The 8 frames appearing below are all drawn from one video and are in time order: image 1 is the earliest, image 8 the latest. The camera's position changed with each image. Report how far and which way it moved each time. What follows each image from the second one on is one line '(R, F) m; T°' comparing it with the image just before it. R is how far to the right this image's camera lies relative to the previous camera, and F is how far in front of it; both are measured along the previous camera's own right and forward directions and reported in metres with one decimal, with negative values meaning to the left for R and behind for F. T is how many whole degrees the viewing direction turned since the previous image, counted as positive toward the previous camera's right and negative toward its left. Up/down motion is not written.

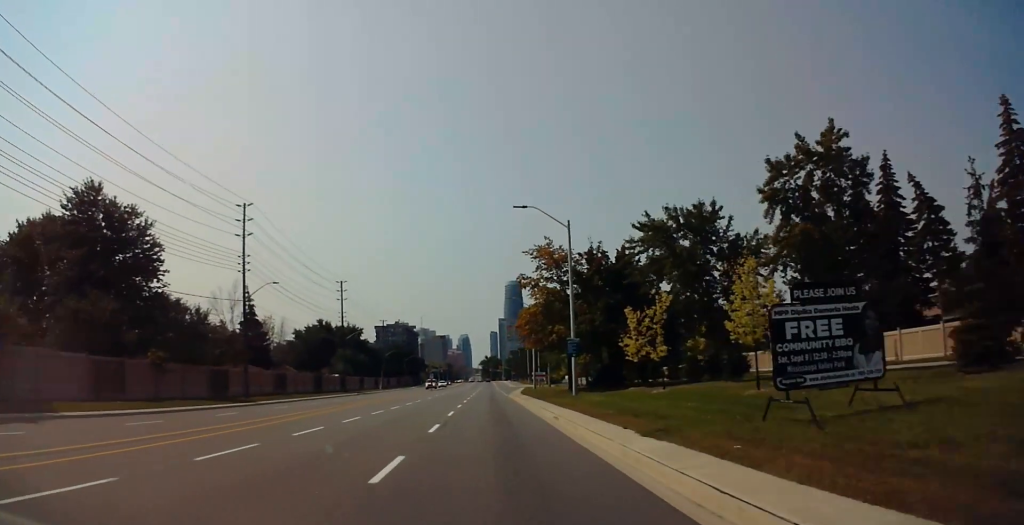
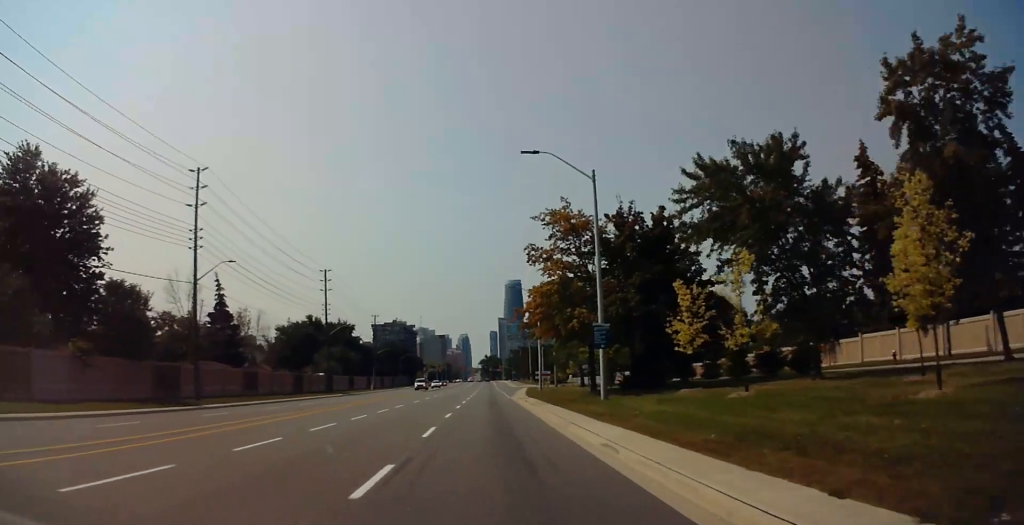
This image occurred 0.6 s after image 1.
(0.0, +10.2) m; 0°
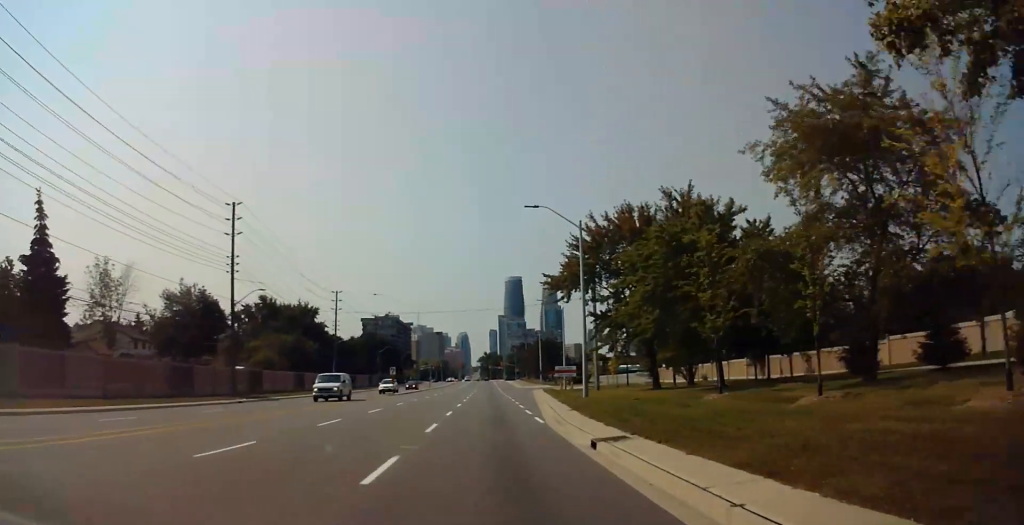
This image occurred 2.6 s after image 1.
(+0.7, +34.5) m; +2°
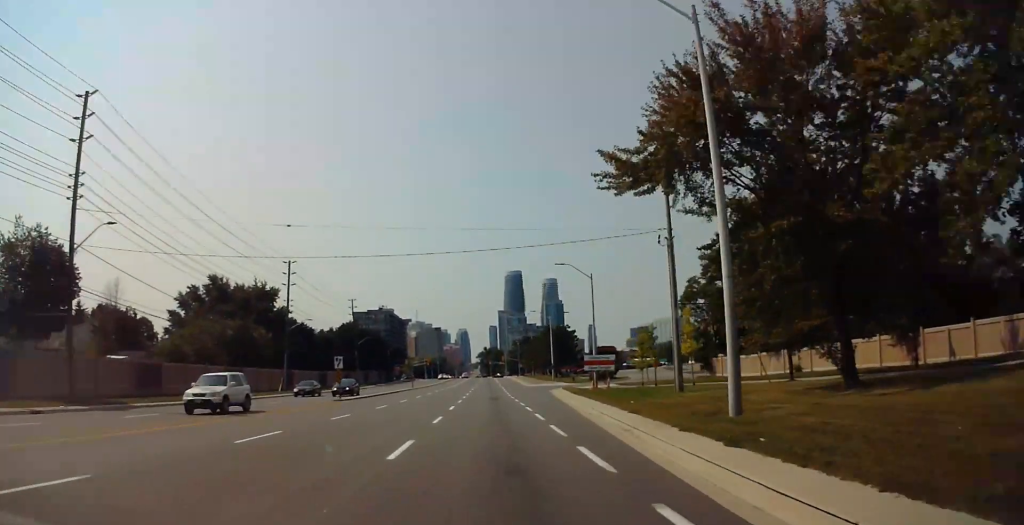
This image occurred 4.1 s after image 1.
(-0.3, +24.3) m; -1°
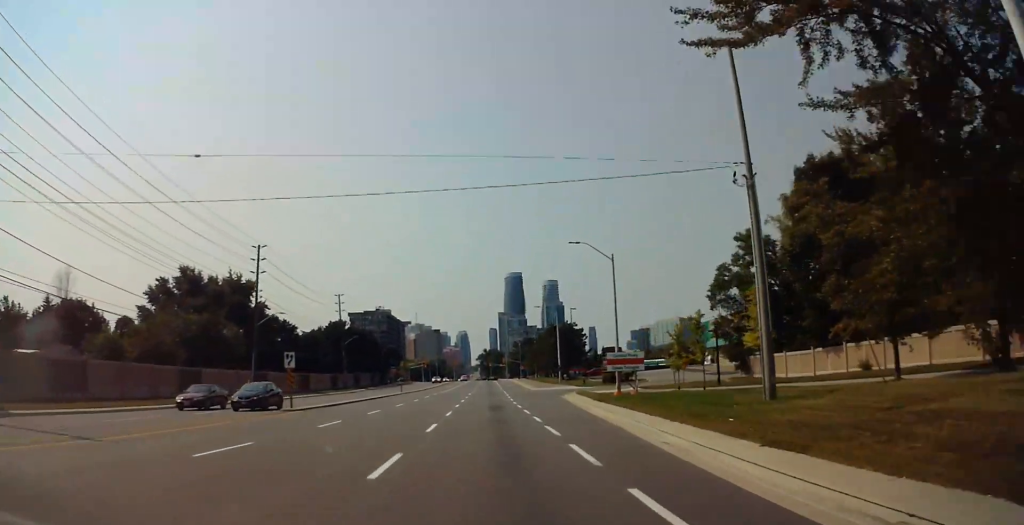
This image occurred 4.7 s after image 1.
(0.0, +10.8) m; 0°
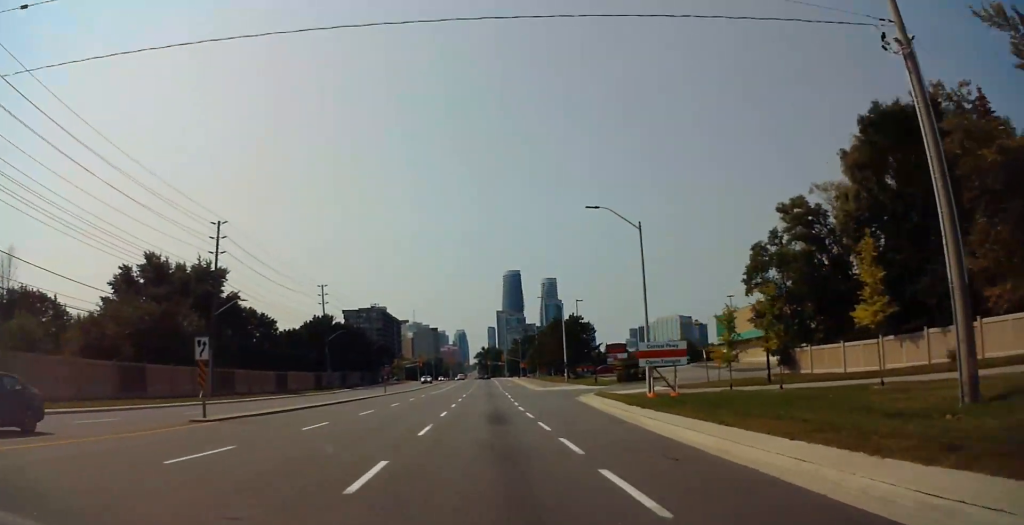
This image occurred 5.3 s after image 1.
(0.0, +10.2) m; 0°
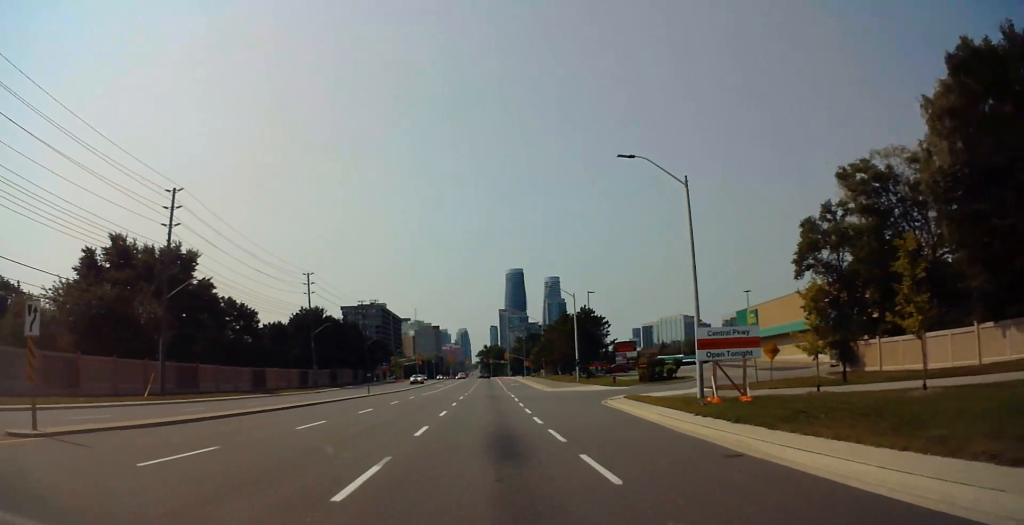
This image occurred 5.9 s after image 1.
(0.0, +9.7) m; 0°
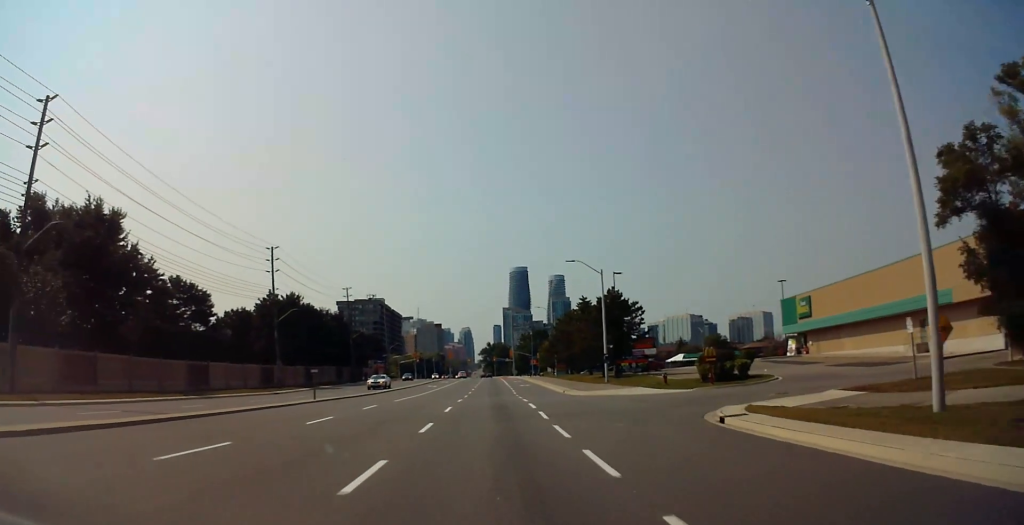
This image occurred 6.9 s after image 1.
(+0.1, +17.8) m; 0°
